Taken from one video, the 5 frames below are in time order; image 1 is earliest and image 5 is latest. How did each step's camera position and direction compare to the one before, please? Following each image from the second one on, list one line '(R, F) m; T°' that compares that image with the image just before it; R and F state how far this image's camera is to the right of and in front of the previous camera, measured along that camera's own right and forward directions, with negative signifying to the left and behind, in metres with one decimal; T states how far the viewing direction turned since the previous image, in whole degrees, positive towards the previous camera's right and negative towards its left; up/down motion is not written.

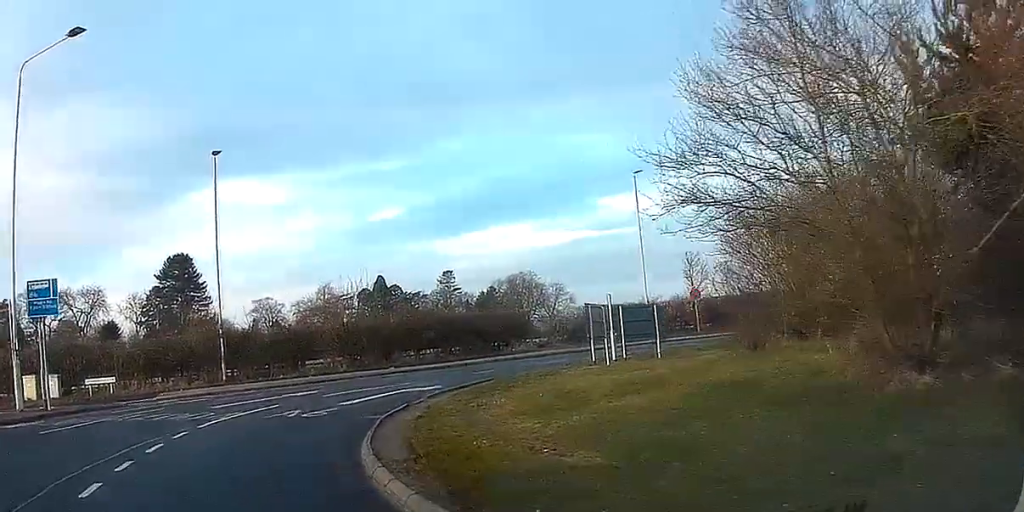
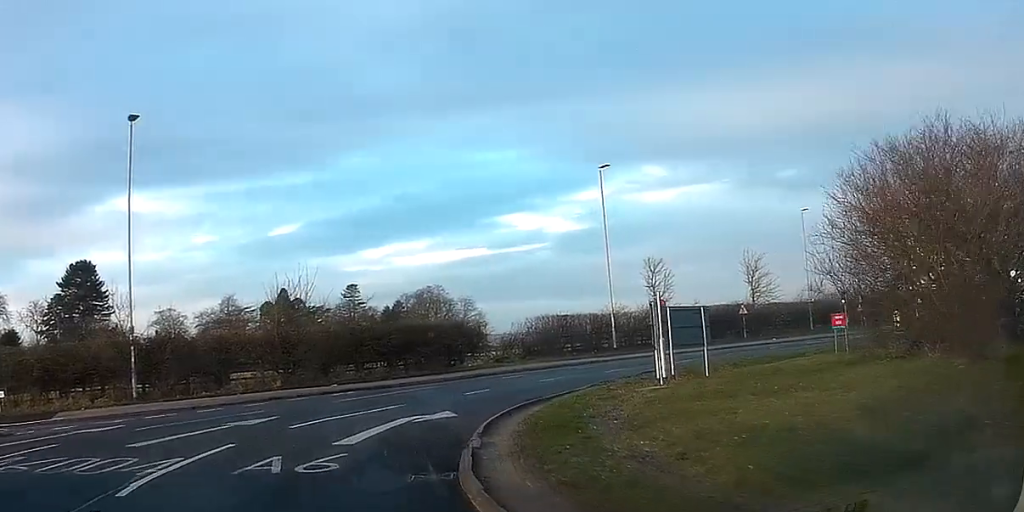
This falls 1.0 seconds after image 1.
(+0.3, +7.3) m; +5°
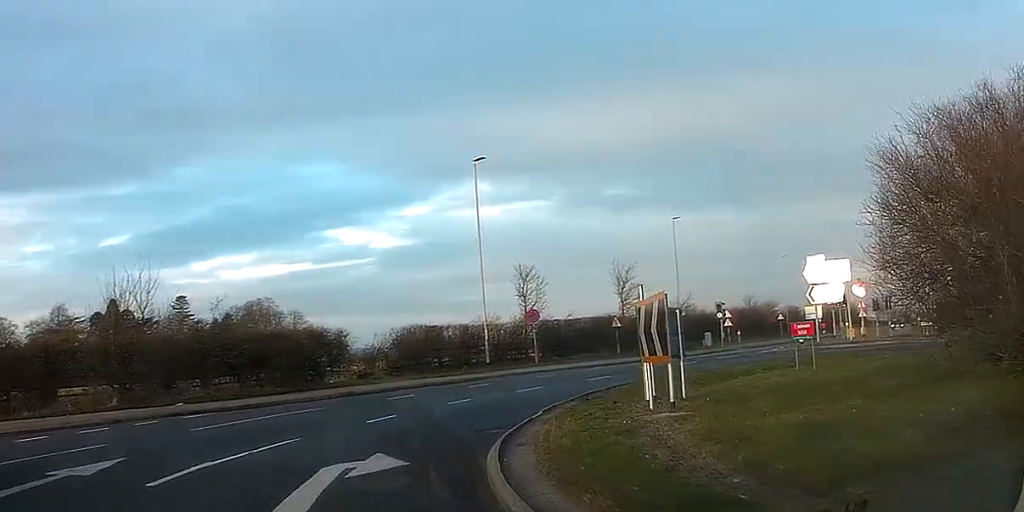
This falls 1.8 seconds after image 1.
(+0.3, +6.0) m; +9°
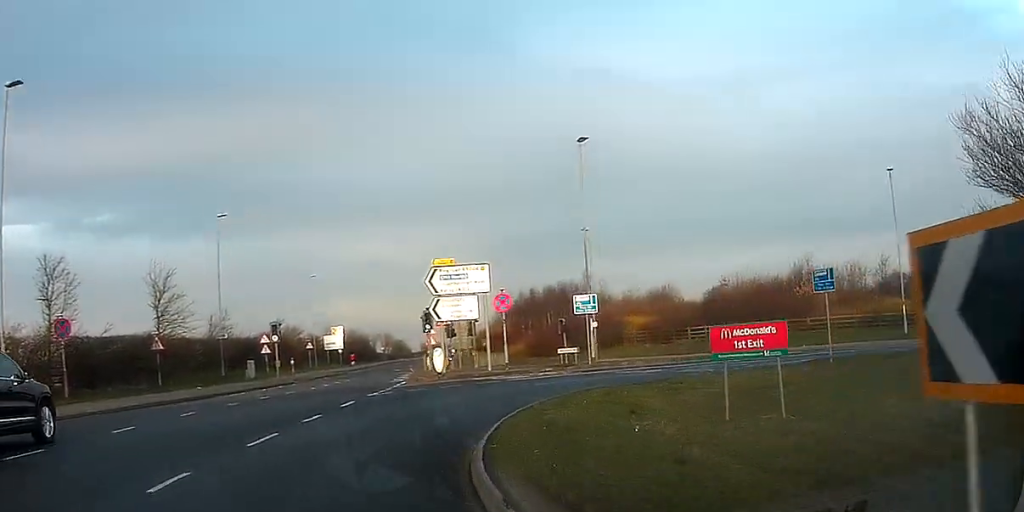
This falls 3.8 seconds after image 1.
(+4.8, +13.7) m; +38°
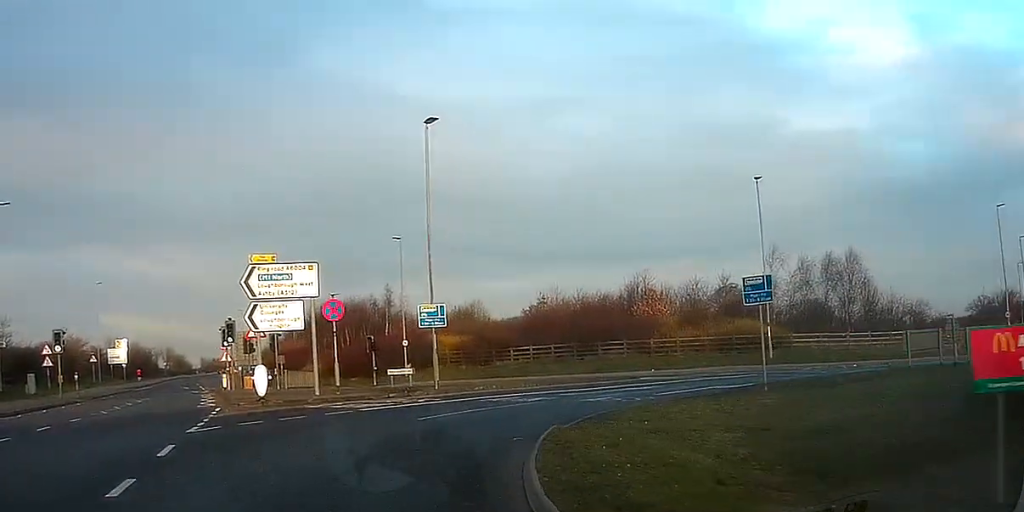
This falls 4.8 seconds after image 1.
(+0.9, +7.2) m; +16°
